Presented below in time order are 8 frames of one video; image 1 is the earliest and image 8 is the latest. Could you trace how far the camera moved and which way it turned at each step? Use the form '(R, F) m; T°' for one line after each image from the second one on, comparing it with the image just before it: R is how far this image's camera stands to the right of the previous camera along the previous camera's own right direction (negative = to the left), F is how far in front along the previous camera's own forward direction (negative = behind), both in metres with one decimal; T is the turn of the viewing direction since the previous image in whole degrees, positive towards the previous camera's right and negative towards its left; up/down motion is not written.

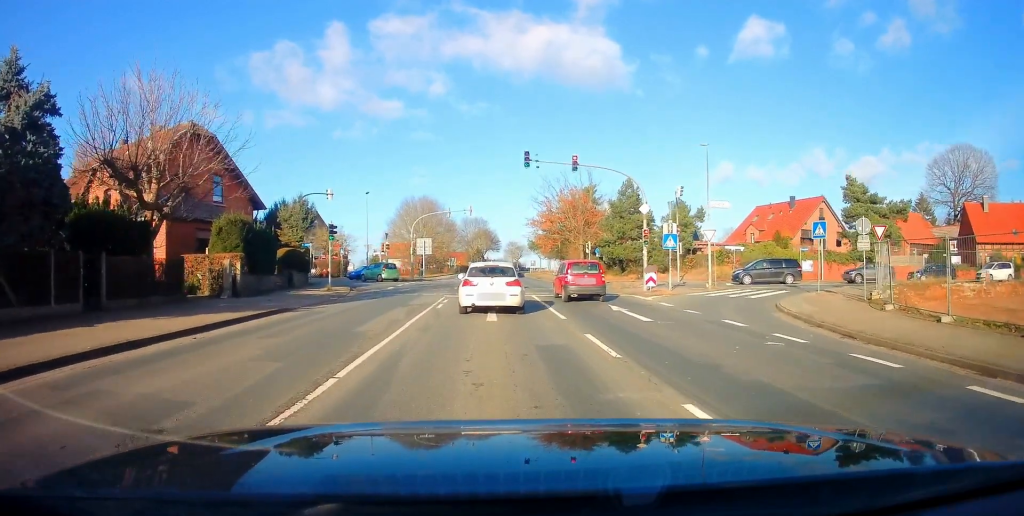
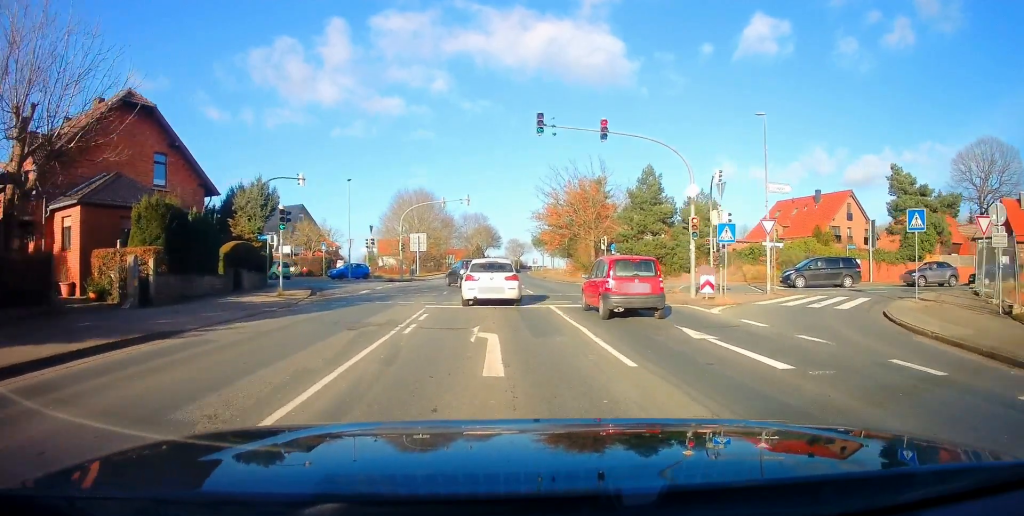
(0.0, +6.9) m; 0°
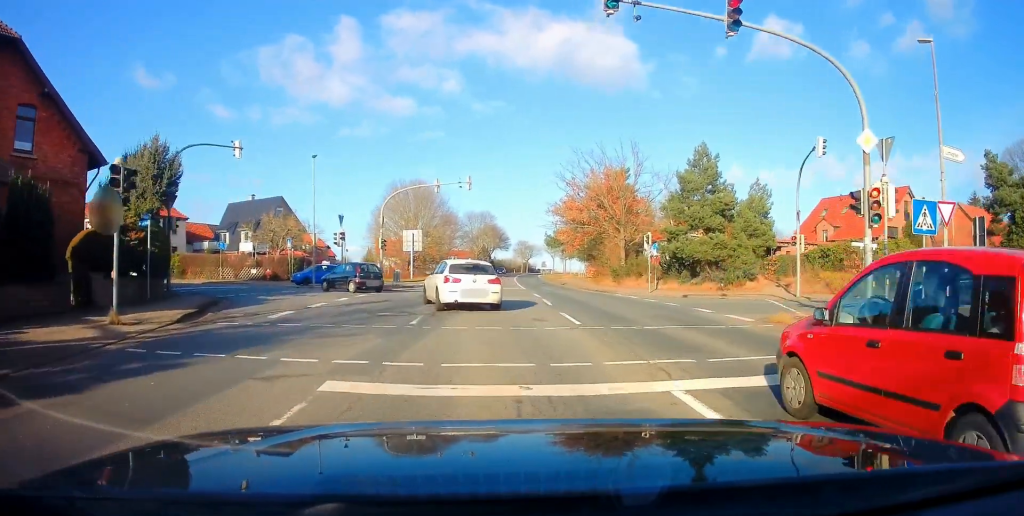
(0.0, +10.8) m; 0°
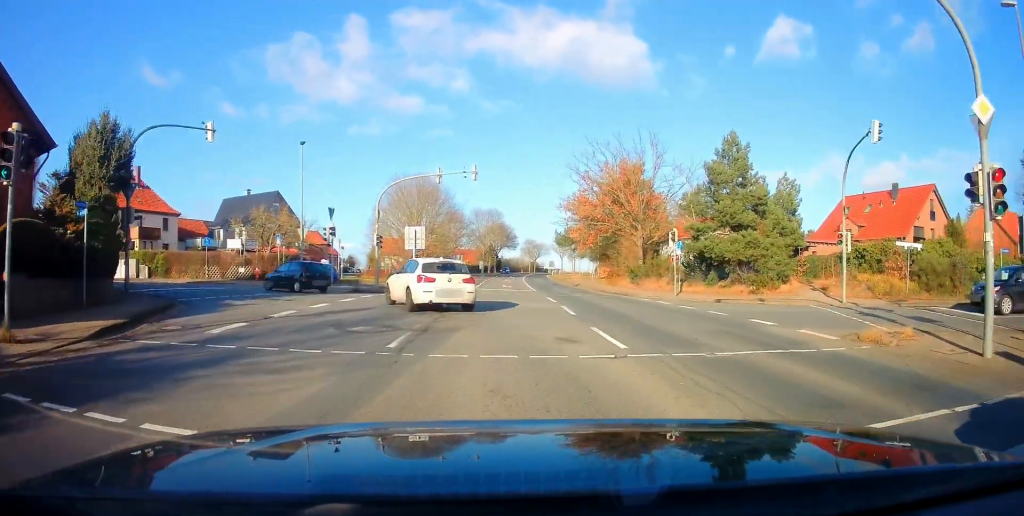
(0.0, +3.6) m; -1°
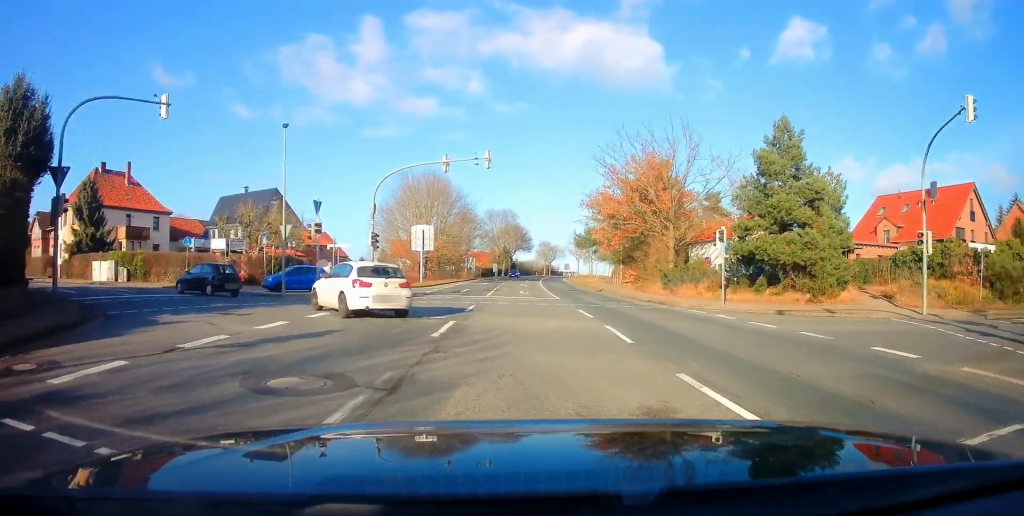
(-0.1, +4.8) m; -4°
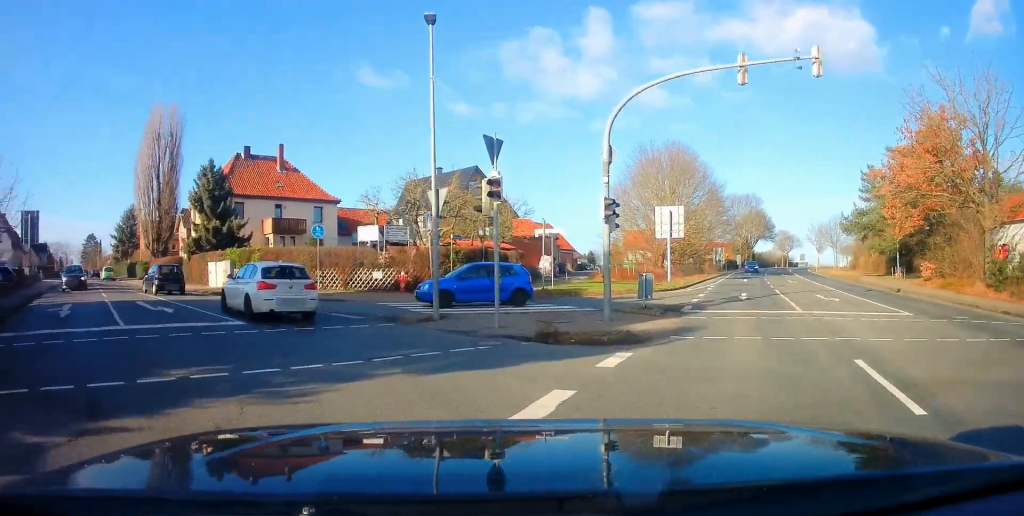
(-1.9, +12.3) m; -25°
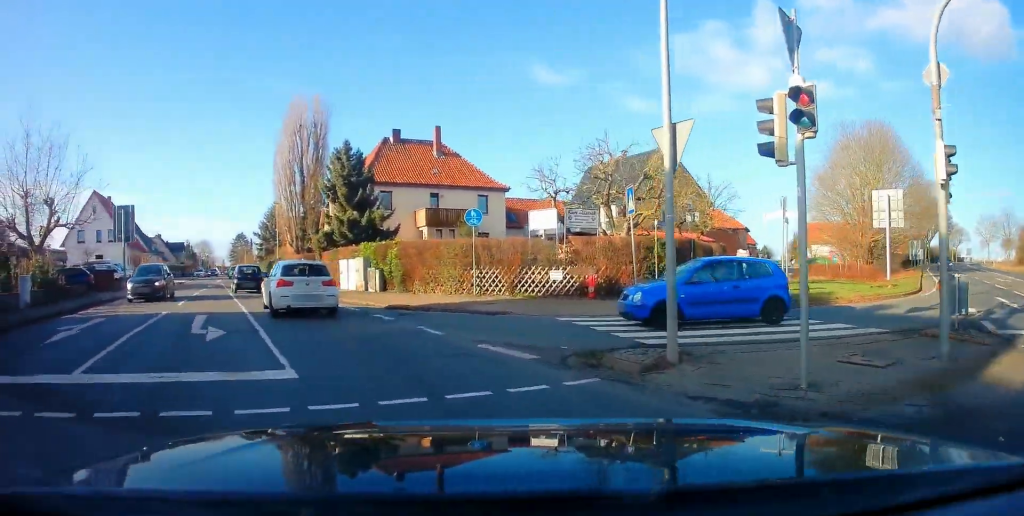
(-1.0, +6.7) m; -15°
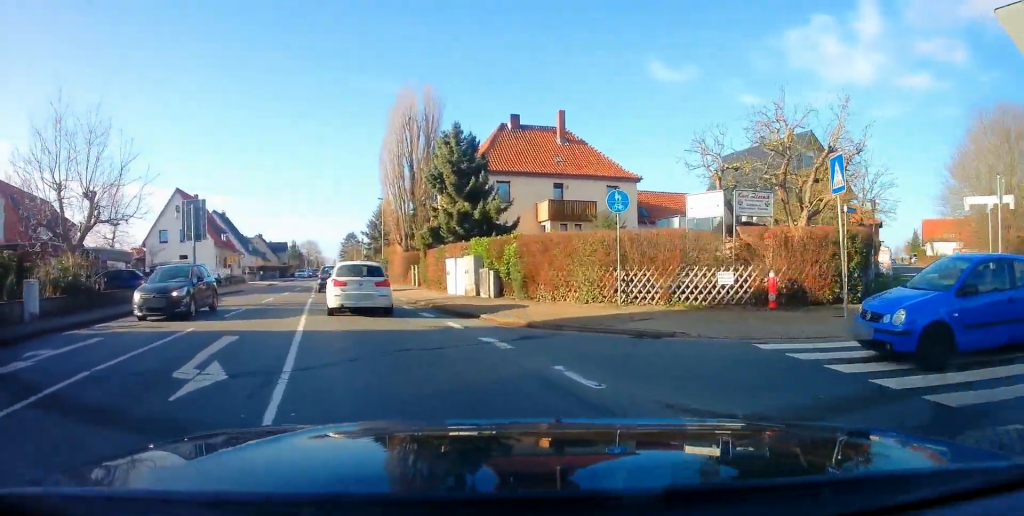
(-0.6, +4.7) m; -9°
